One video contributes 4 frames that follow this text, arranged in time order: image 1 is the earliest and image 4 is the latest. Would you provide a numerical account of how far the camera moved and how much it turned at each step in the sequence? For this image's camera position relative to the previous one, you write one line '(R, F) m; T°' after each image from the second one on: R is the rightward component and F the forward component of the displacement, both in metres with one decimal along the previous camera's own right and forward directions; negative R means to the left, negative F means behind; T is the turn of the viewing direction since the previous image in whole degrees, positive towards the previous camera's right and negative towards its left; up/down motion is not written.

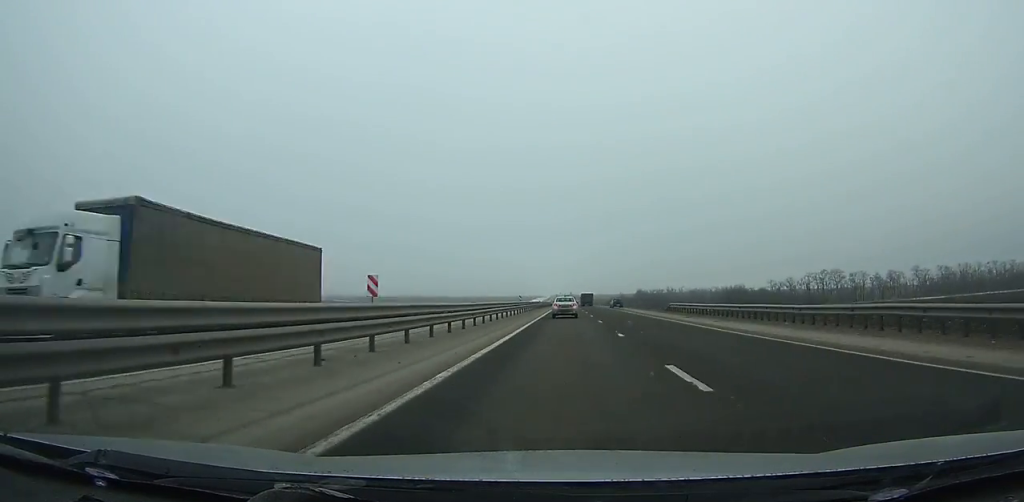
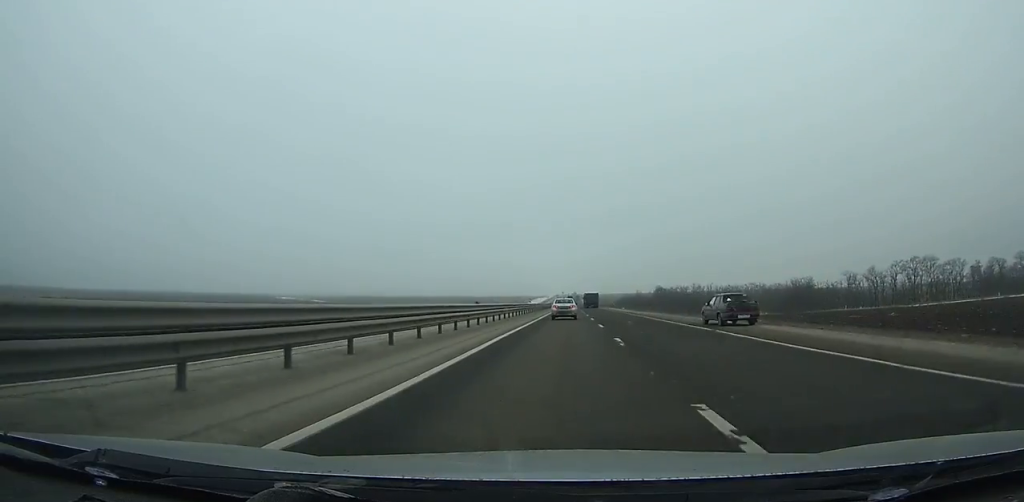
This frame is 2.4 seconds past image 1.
(-0.1, +64.3) m; 0°
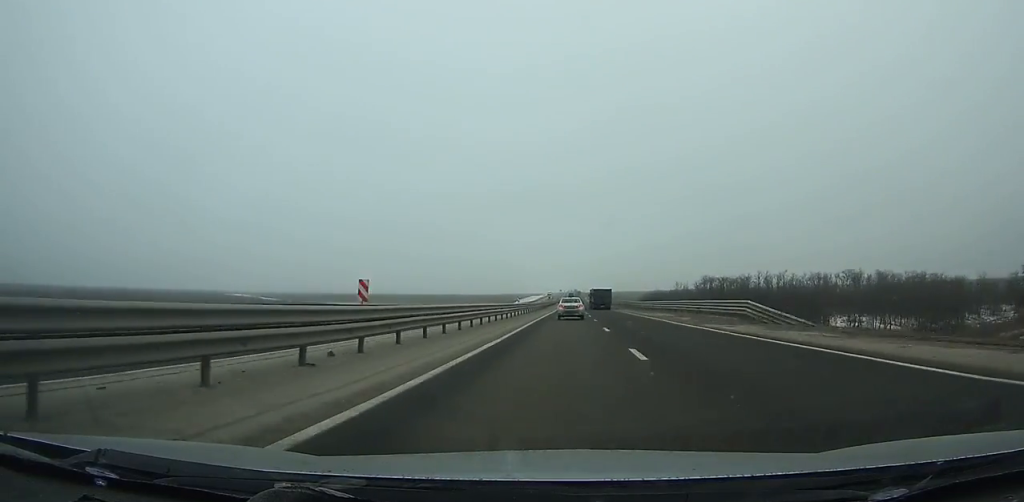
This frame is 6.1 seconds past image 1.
(-0.5, +98.8) m; 0°
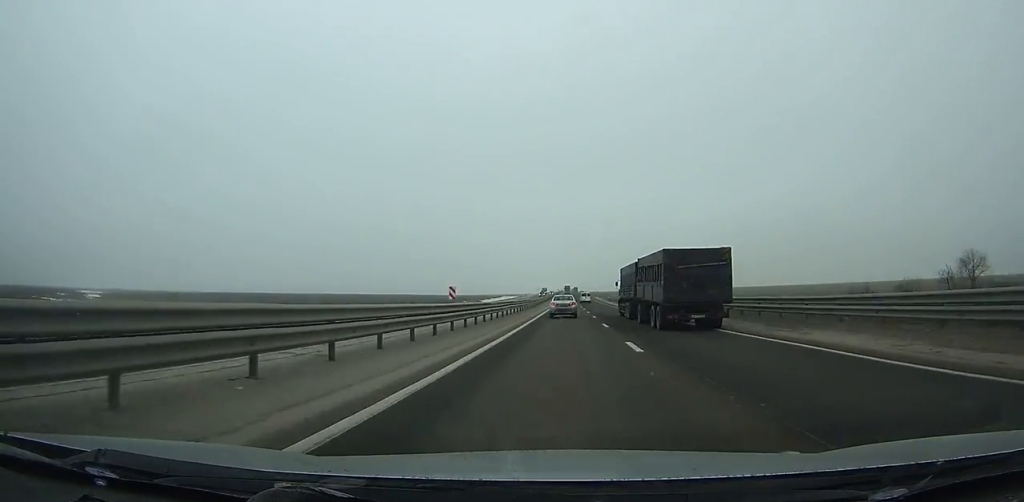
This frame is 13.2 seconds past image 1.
(+0.4, +187.4) m; +1°
